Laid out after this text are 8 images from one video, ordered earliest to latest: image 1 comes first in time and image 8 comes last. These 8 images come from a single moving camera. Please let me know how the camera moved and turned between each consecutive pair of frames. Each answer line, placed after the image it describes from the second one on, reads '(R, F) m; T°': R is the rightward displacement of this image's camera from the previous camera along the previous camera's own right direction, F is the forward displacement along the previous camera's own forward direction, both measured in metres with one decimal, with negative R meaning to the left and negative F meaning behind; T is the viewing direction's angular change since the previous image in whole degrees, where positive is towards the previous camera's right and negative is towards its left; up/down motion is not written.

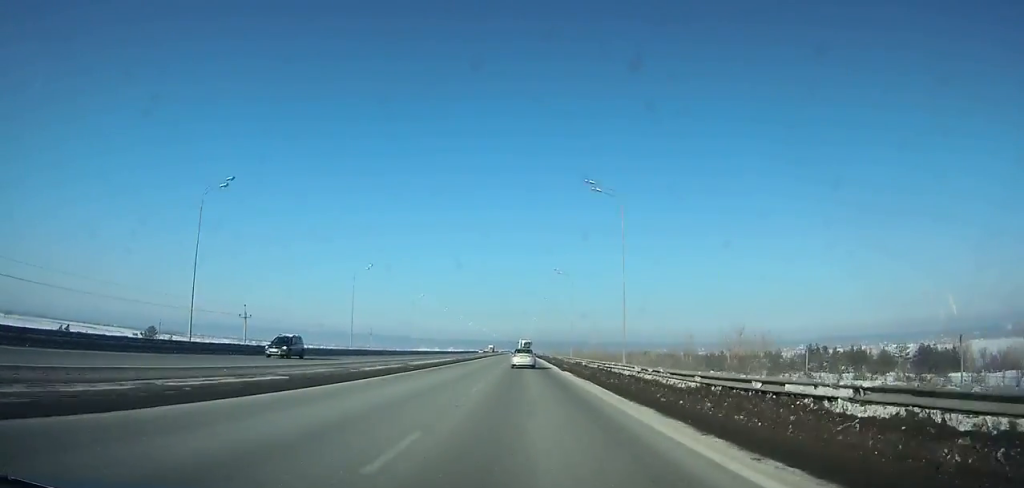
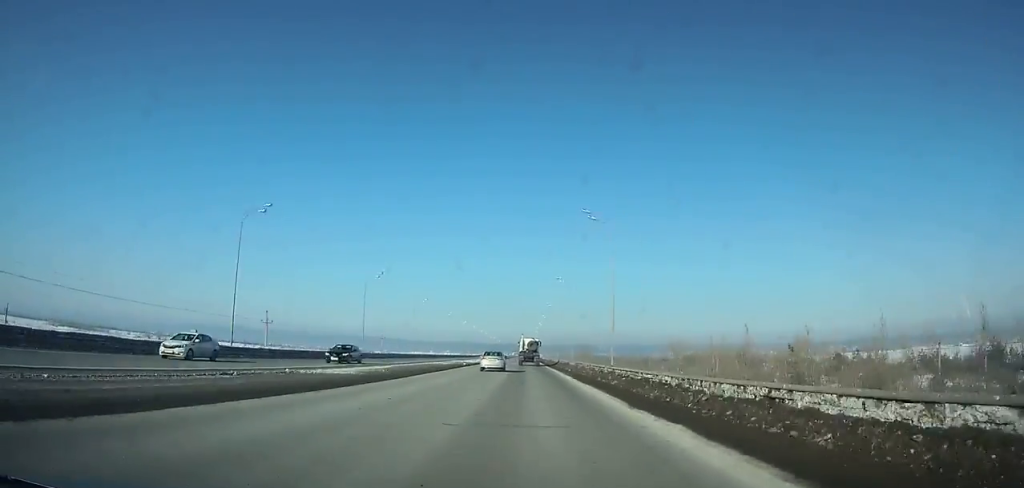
(-0.5, +234.8) m; -1°
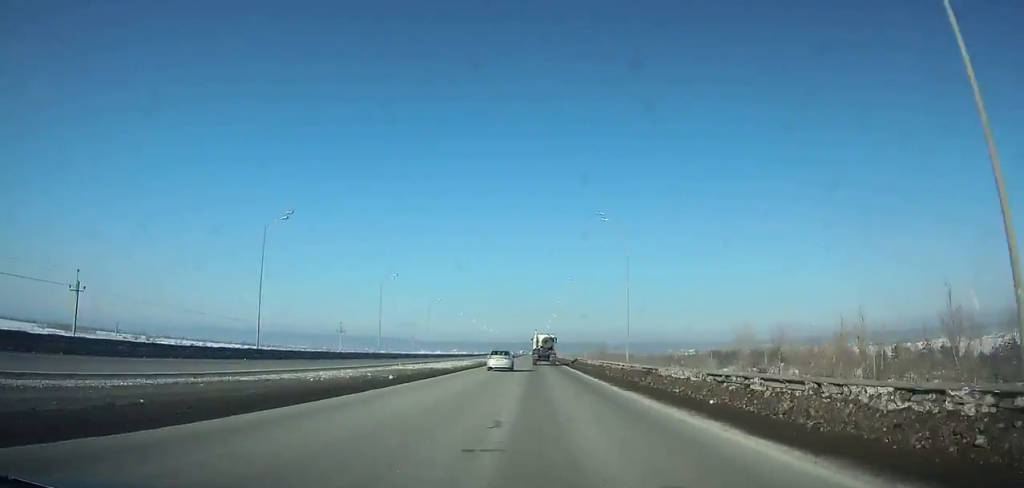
(-0.1, +36.9) m; 0°
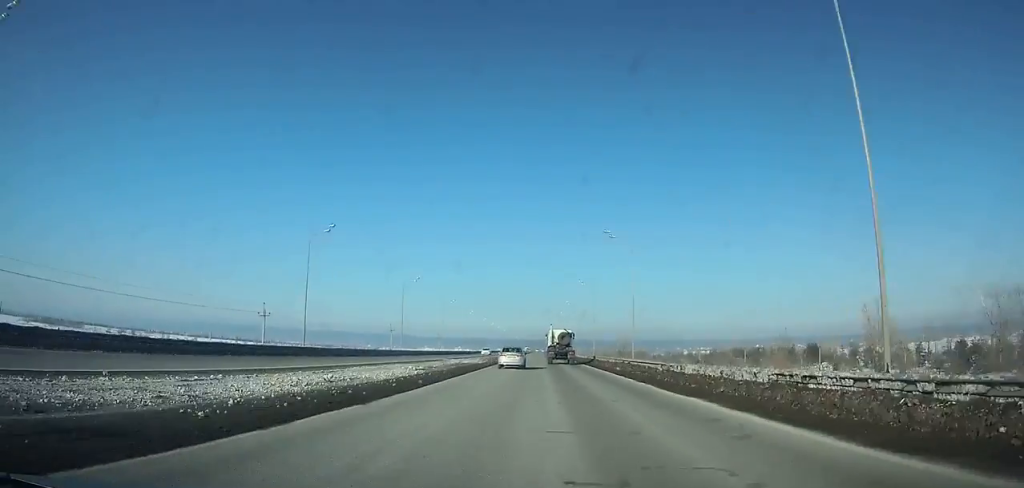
(-0.1, +32.2) m; 0°
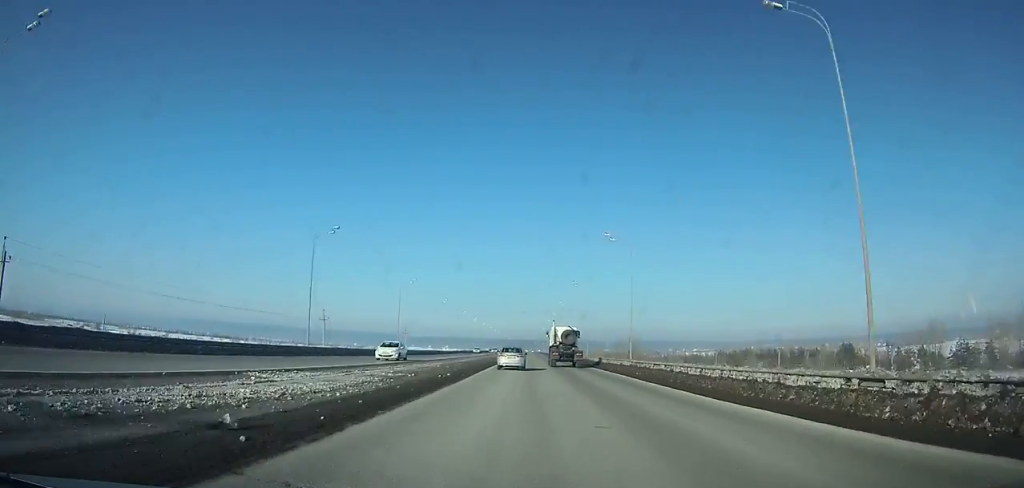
(-0.1, +37.3) m; 0°
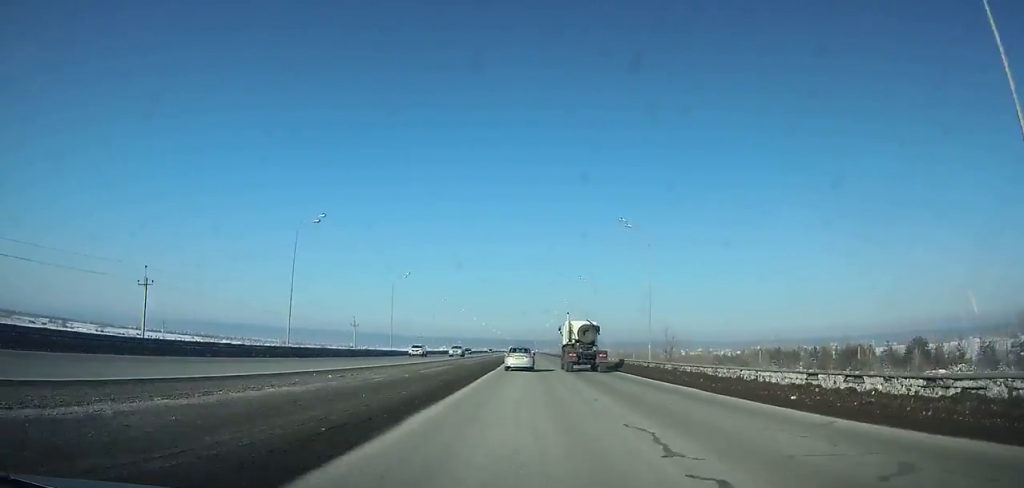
(+0.2, +45.0) m; 0°
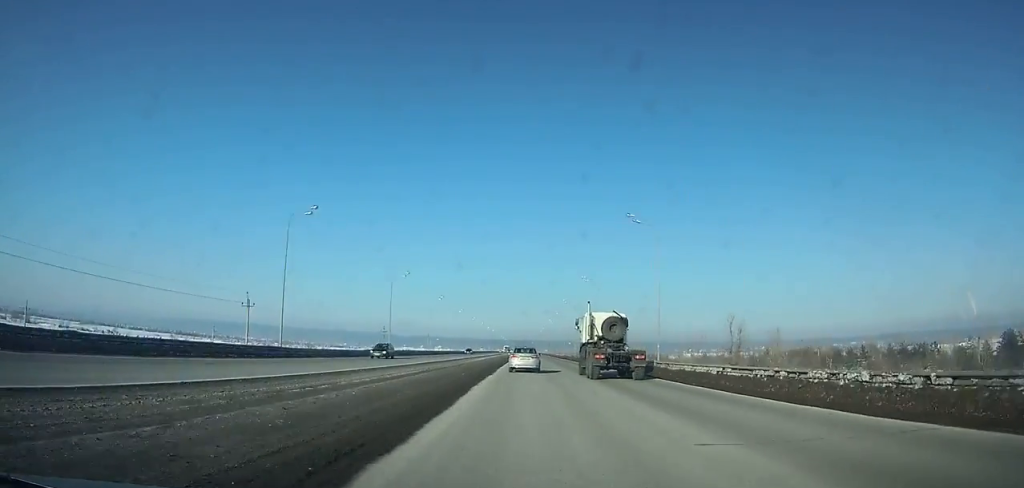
(+0.1, +40.0) m; 0°
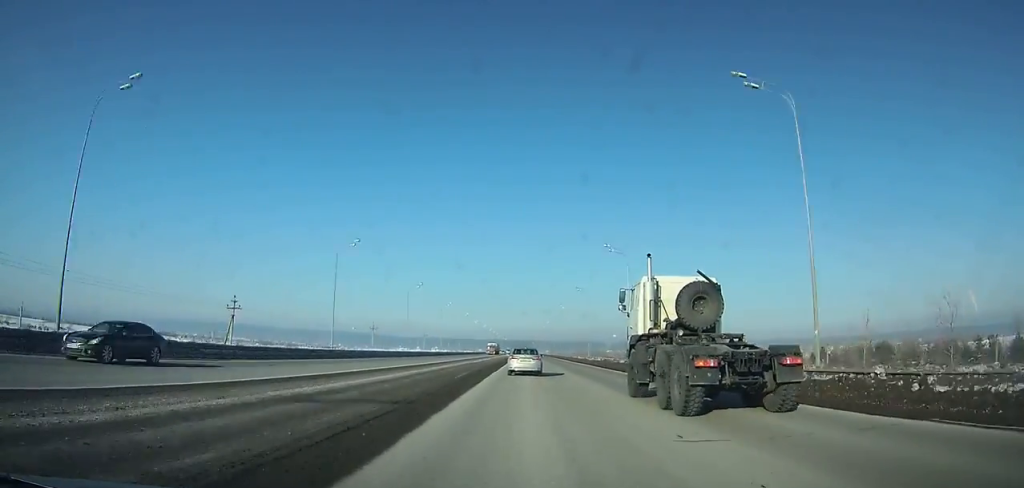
(+0.2, +65.1) m; 0°
